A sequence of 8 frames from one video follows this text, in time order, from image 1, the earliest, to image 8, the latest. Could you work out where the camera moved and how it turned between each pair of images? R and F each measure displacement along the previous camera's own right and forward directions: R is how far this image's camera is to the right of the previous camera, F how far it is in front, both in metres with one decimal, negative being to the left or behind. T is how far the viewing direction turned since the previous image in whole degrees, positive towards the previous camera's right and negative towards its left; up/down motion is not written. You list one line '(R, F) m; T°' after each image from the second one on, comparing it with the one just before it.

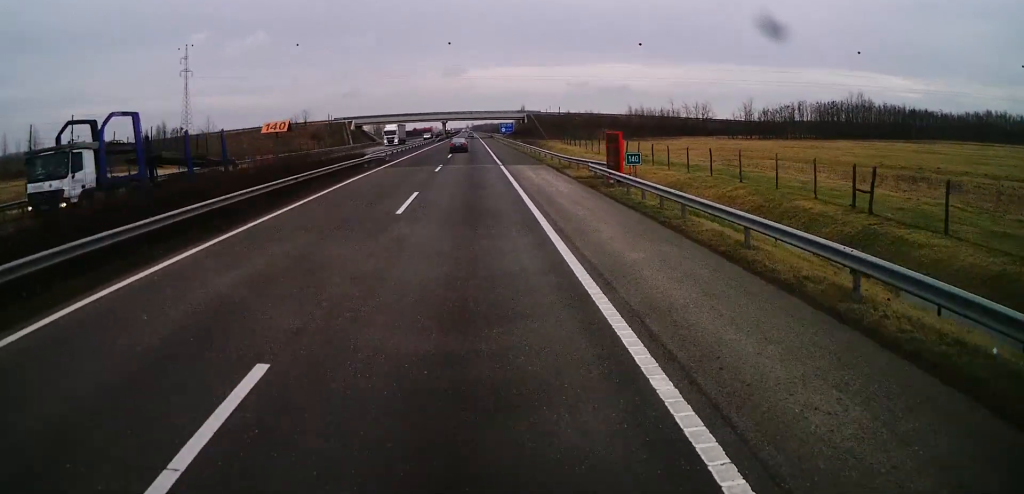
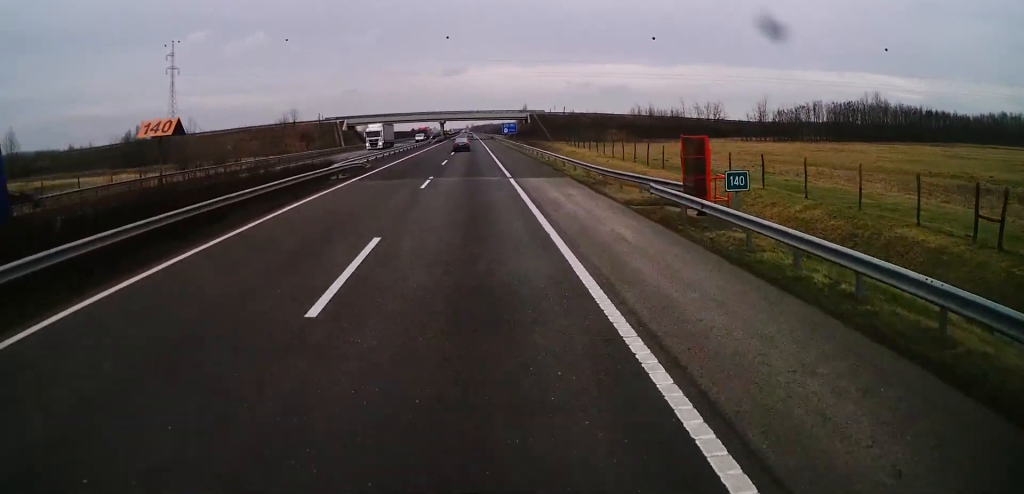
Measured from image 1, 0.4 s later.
(0.0, +10.0) m; -1°
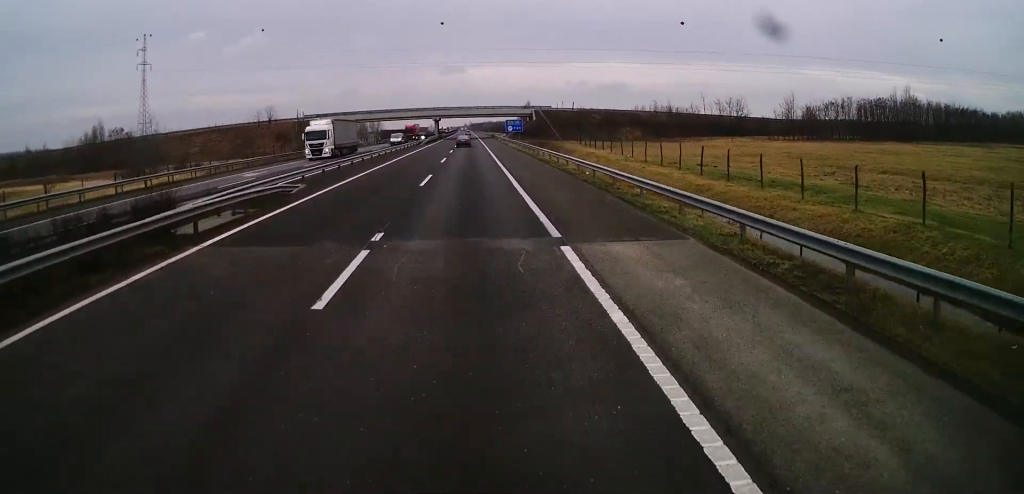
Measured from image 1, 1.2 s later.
(-0.1, +17.6) m; 0°
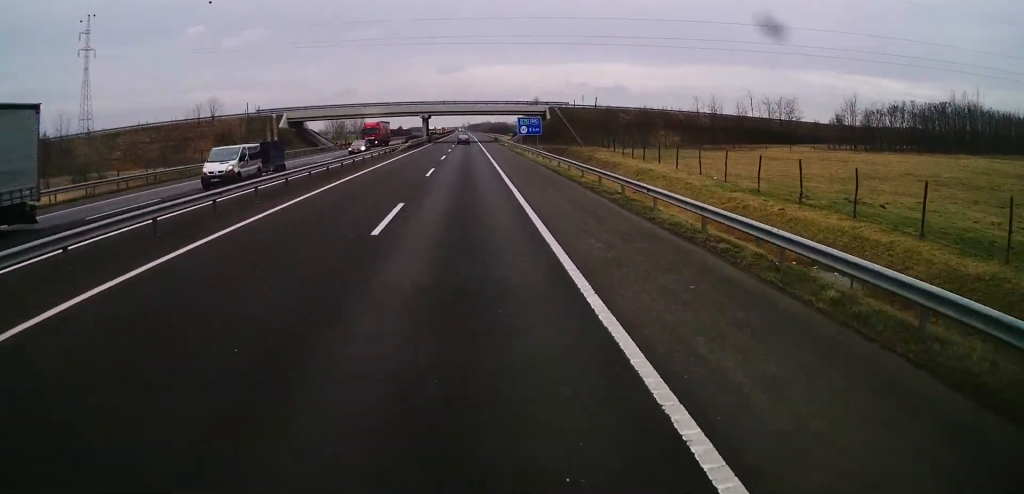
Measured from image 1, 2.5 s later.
(+0.1, +30.0) m; 0°
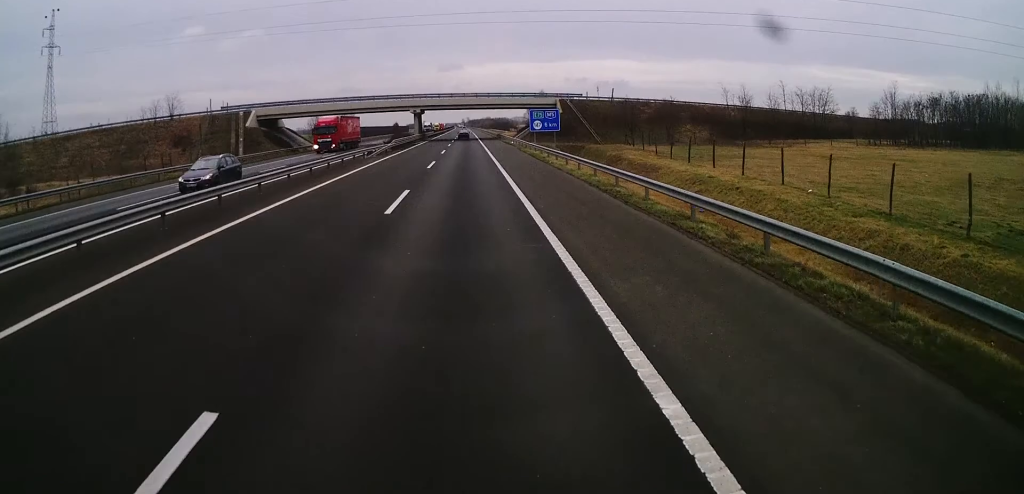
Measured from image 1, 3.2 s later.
(0.0, +15.4) m; 0°
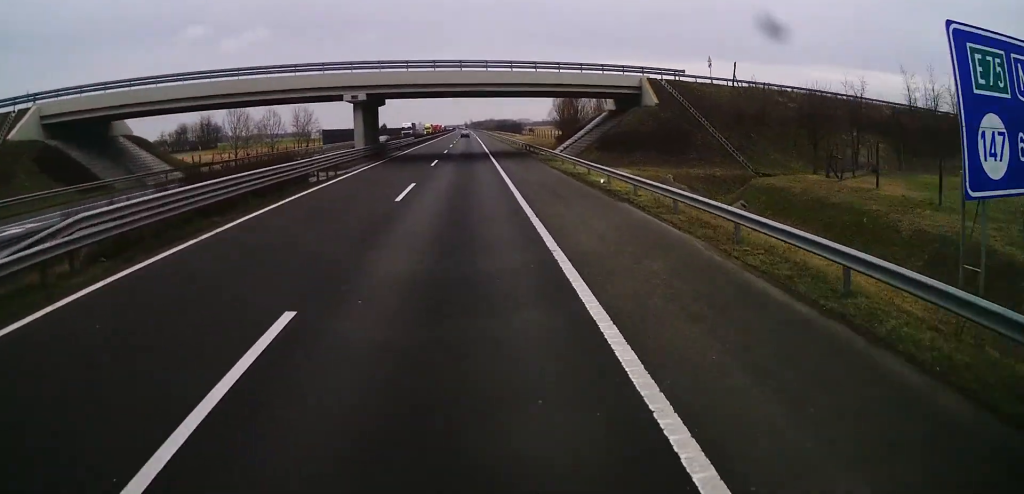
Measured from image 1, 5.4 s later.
(0.0, +51.0) m; +1°
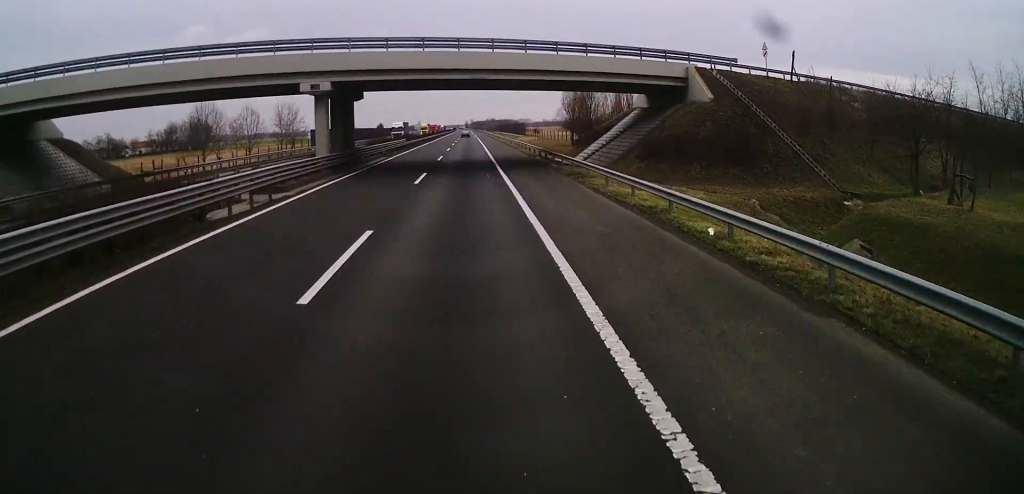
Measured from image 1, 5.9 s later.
(+0.1, +11.6) m; 0°
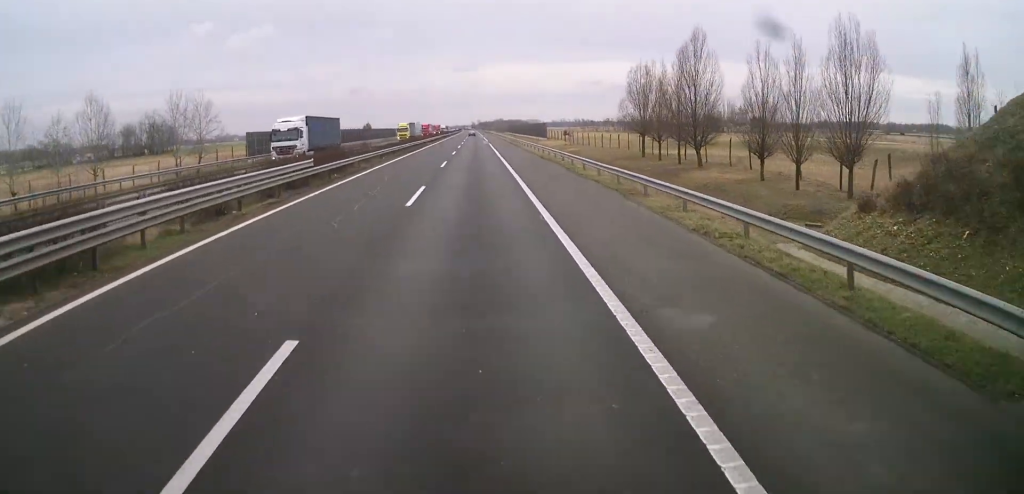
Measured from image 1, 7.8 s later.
(-0.3, +44.1) m; -1°
